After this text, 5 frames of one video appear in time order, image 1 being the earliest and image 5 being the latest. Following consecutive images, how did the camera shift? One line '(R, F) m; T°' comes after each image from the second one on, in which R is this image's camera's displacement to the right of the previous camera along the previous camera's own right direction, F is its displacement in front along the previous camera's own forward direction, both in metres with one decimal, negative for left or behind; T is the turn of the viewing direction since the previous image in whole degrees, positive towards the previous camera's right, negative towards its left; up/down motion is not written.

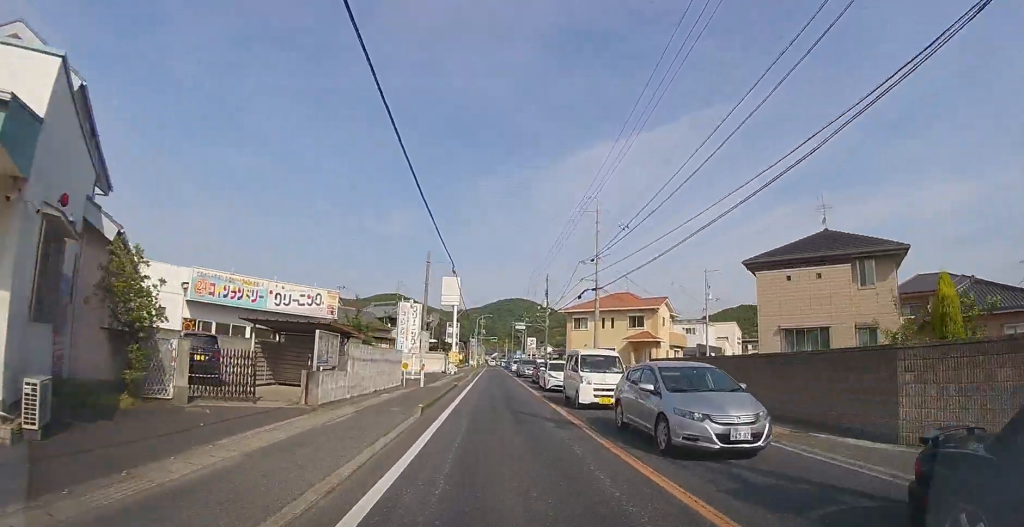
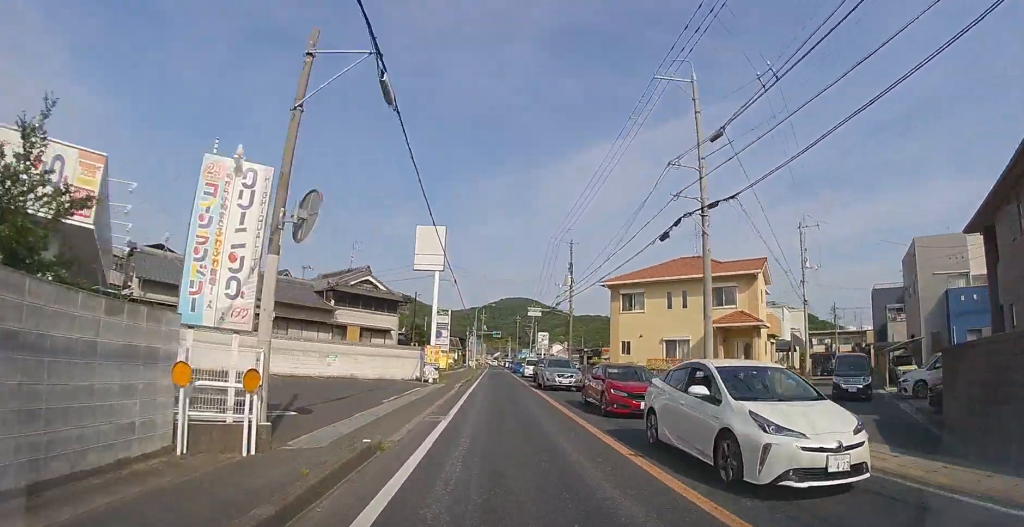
(-0.1, +16.8) m; 0°
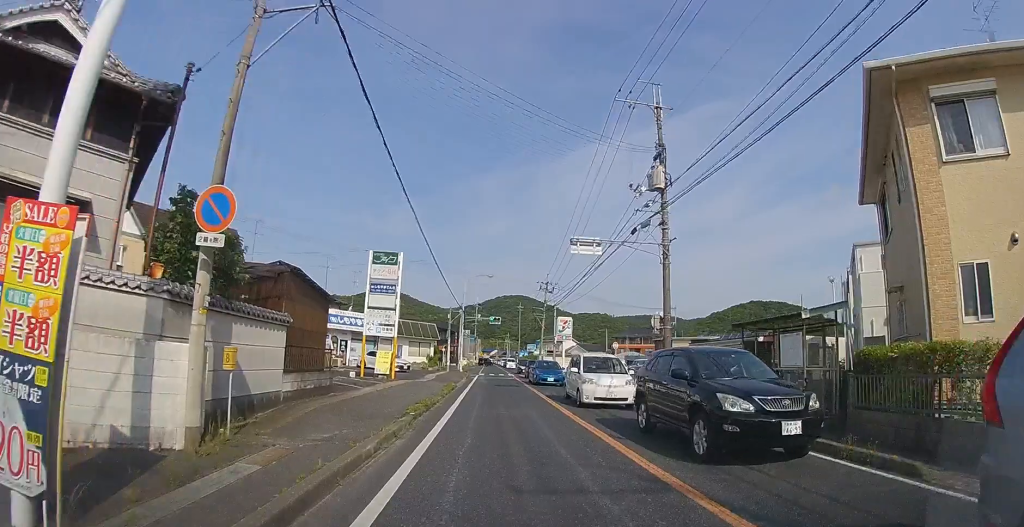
(0.0, +25.0) m; 0°
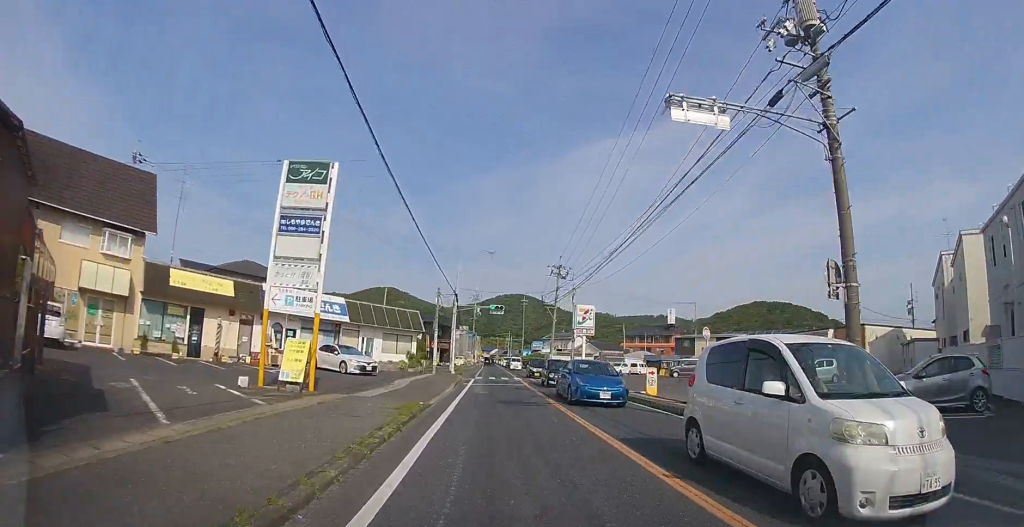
(0.0, +10.5) m; 0°
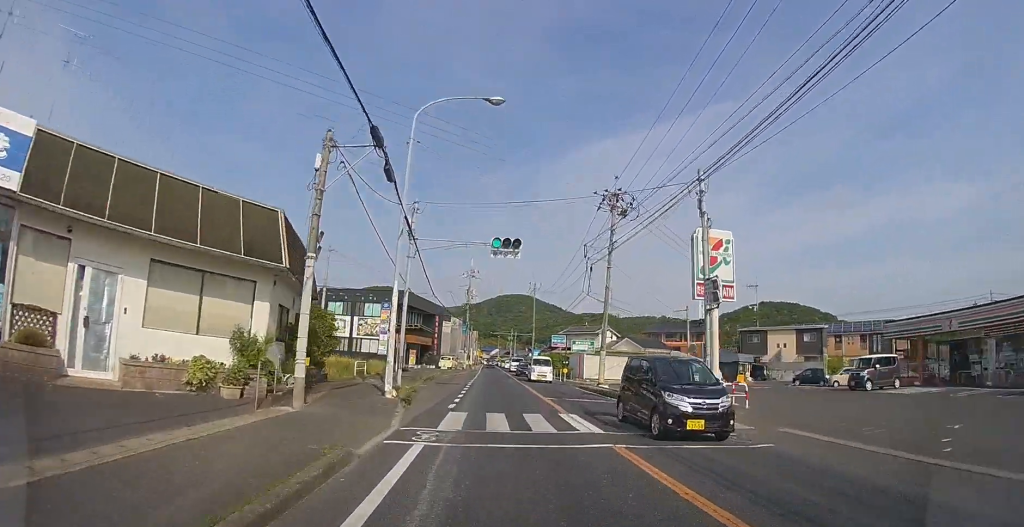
(0.0, +23.5) m; 0°
